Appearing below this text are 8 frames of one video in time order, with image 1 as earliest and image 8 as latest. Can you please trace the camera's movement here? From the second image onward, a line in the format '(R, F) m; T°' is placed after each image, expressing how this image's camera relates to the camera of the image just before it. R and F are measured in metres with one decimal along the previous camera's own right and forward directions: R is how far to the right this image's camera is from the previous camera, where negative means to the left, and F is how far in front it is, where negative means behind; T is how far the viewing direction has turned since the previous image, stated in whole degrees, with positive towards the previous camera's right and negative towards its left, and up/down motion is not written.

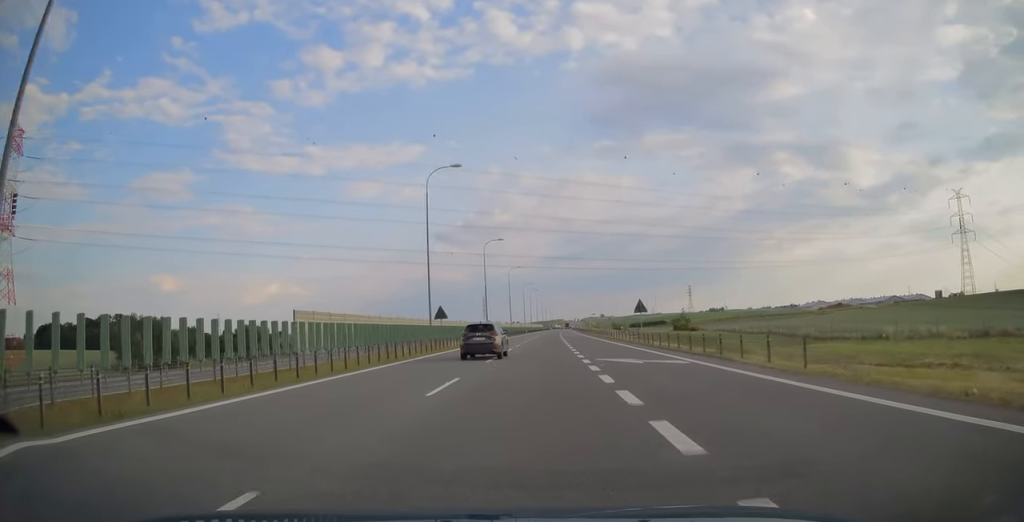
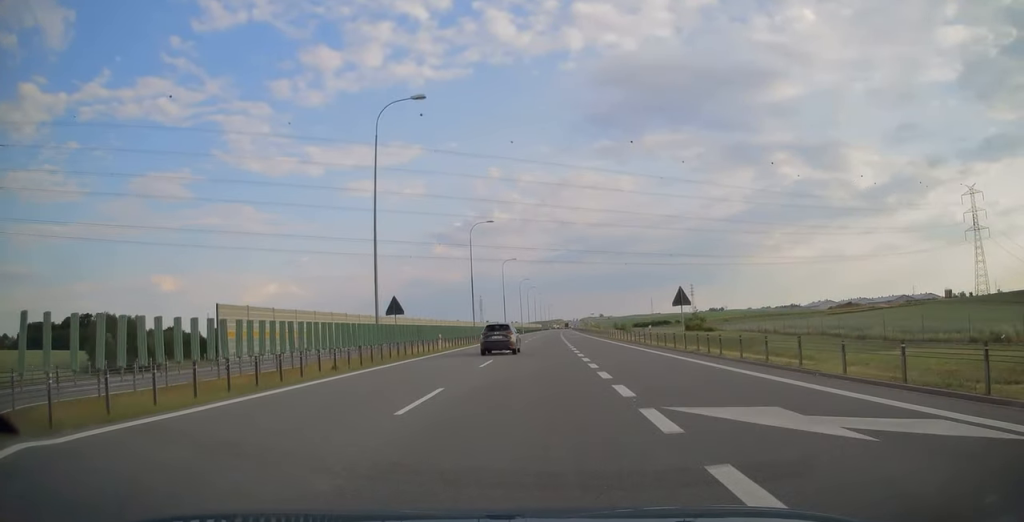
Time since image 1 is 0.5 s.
(0.0, +14.8) m; 0°
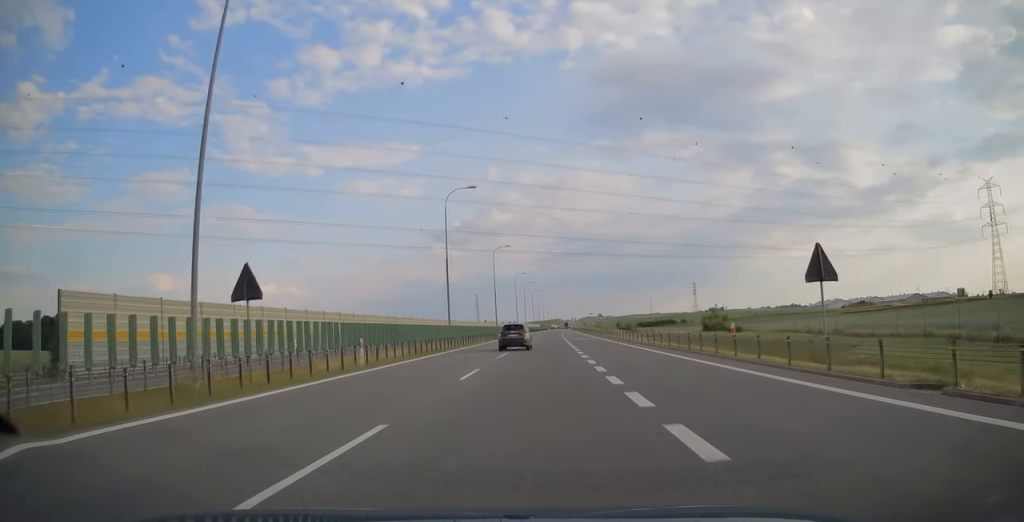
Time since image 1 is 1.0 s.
(0.0, +17.5) m; 0°
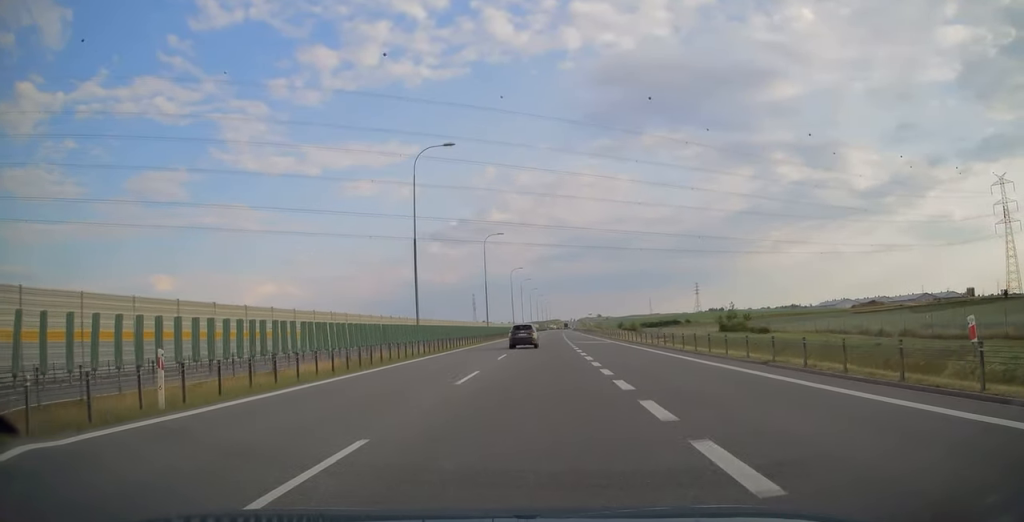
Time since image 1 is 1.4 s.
(0.0, +13.1) m; 0°
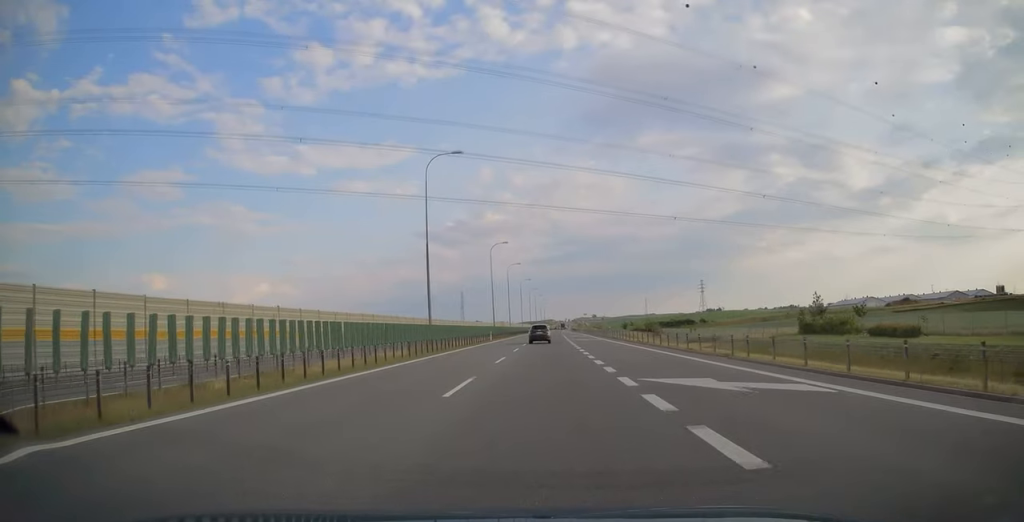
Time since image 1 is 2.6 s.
(+0.1, +38.8) m; 0°
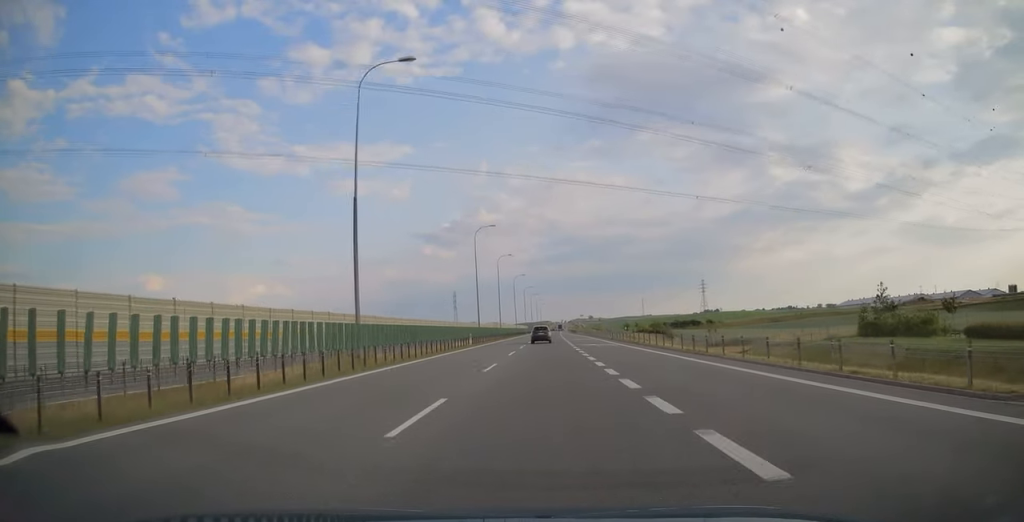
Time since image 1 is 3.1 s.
(0.0, +16.4) m; 0°
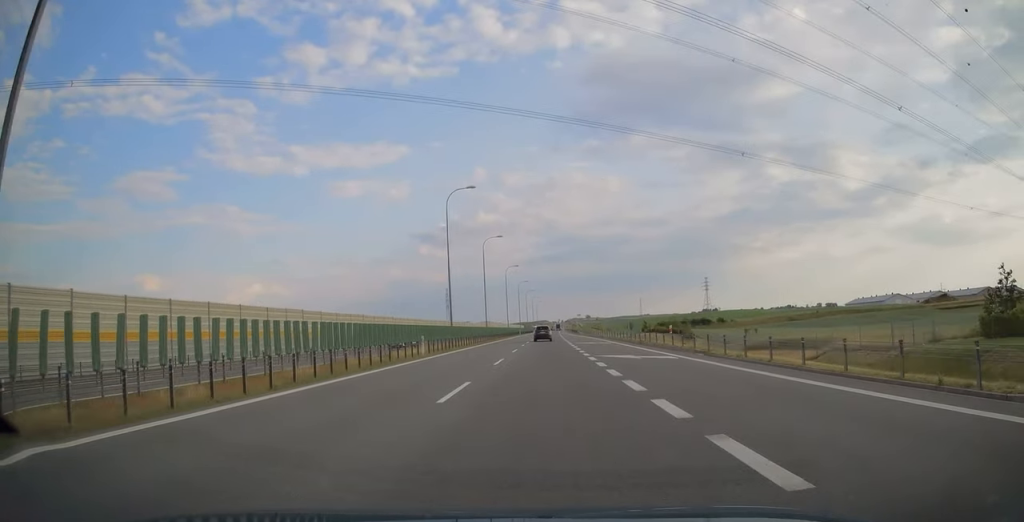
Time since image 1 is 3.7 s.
(+0.1, +20.3) m; 0°
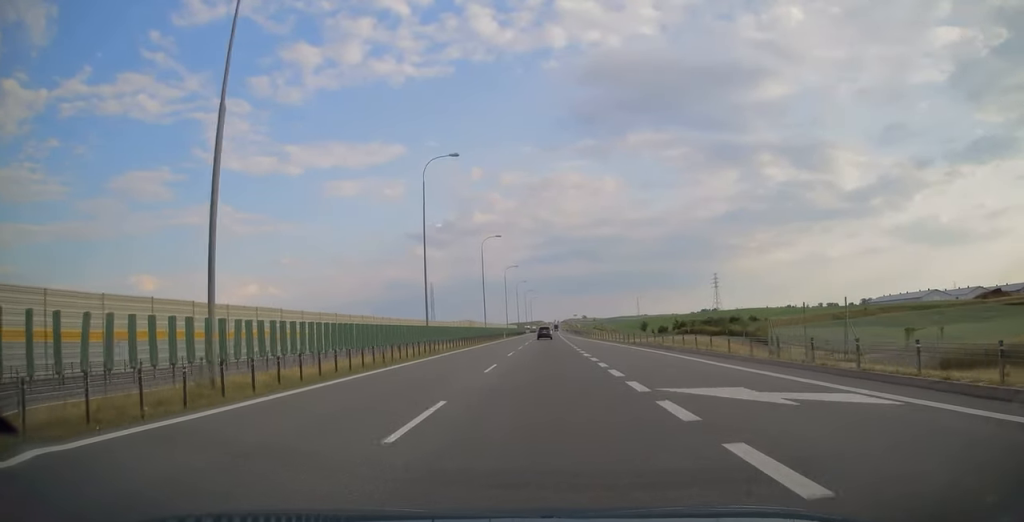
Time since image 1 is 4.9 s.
(+0.2, +40.0) m; 0°
